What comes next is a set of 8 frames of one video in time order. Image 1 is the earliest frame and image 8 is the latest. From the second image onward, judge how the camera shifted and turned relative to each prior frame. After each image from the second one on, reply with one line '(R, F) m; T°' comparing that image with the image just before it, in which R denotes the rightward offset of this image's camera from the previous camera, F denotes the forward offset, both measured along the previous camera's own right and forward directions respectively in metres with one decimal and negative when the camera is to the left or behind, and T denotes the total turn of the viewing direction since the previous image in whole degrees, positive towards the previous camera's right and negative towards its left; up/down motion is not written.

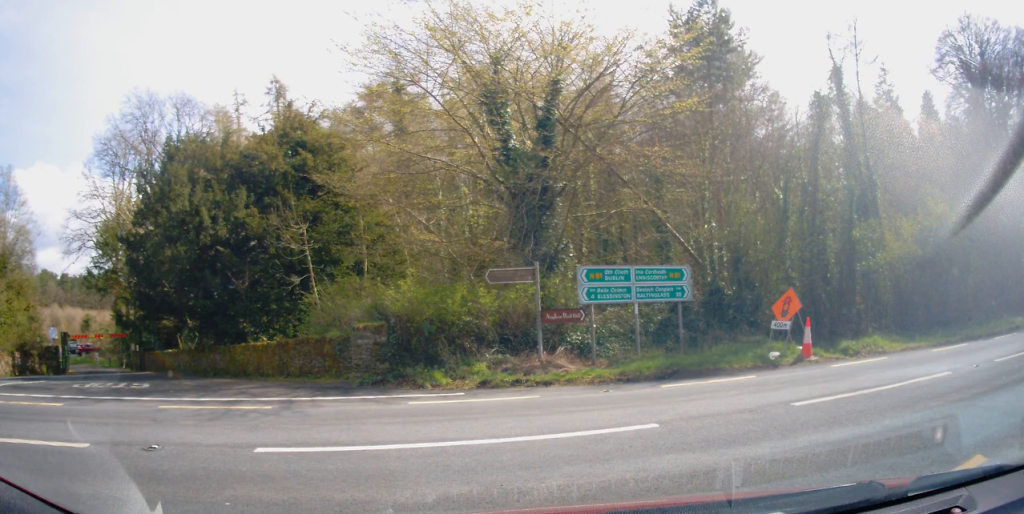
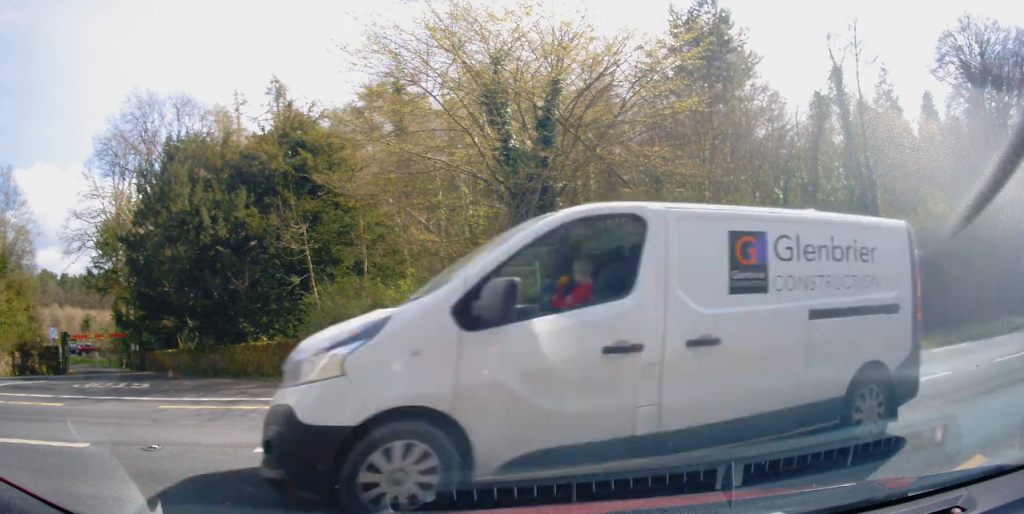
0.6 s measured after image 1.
(0.0, 0.0) m; 0°
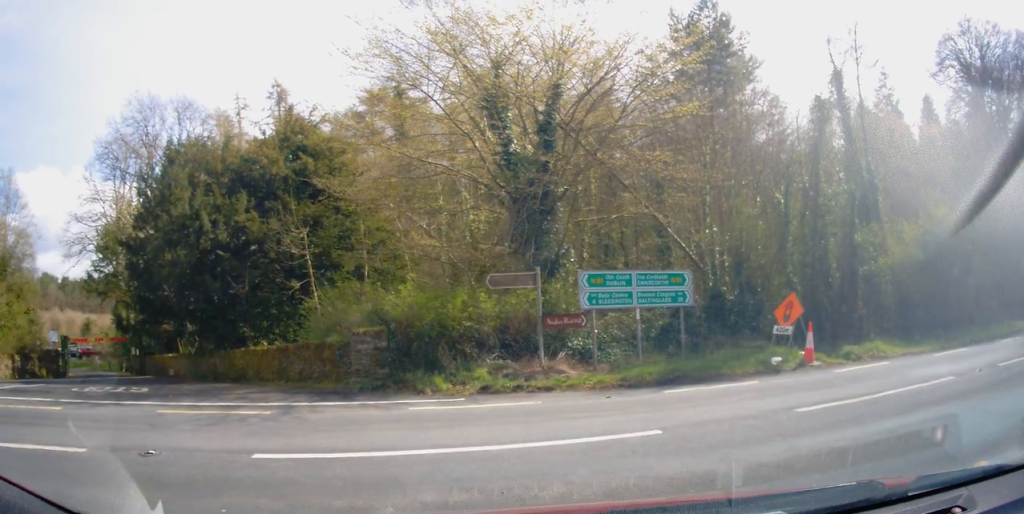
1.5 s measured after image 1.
(0.0, +0.2) m; -5°
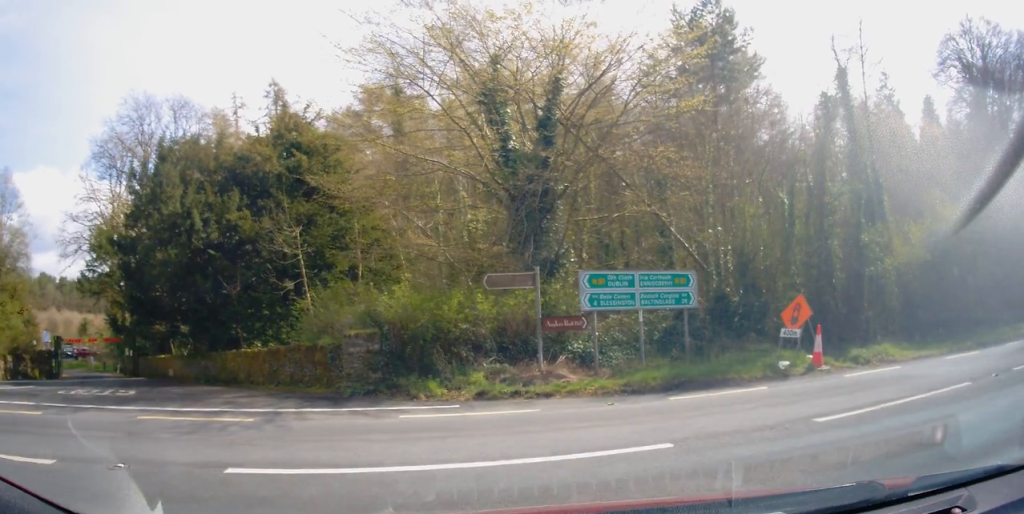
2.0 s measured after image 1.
(0.0, +0.7) m; +2°
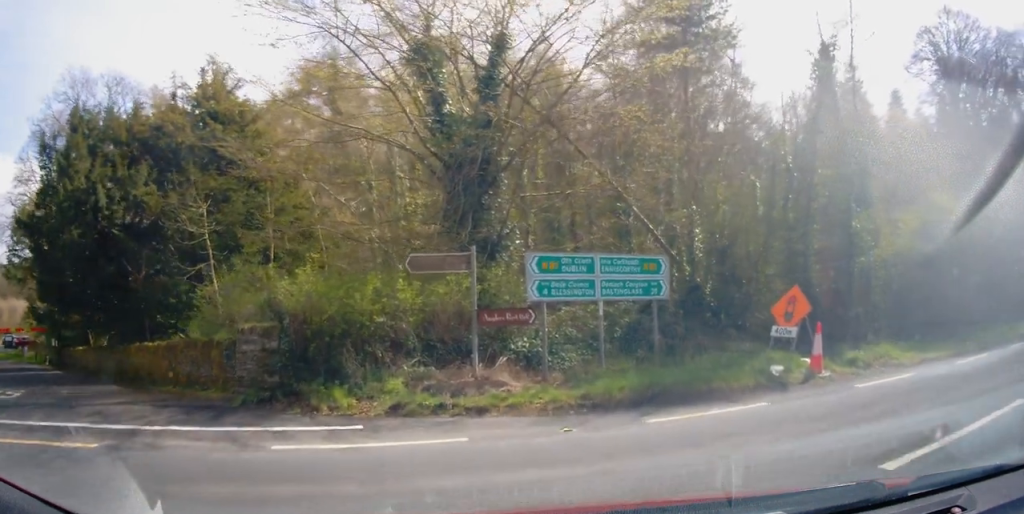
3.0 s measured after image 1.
(+0.2, +2.9) m; +20°
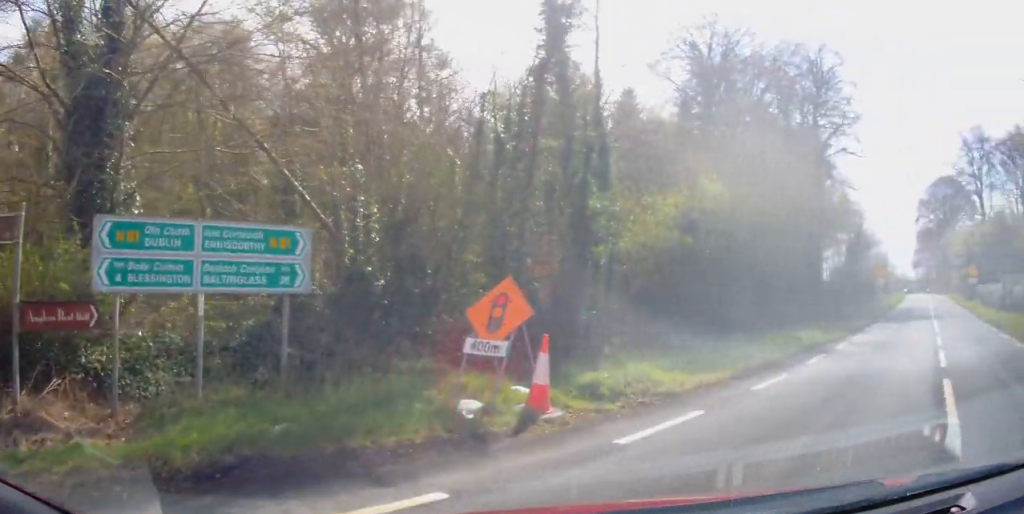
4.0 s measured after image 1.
(+1.0, +4.3) m; +23°
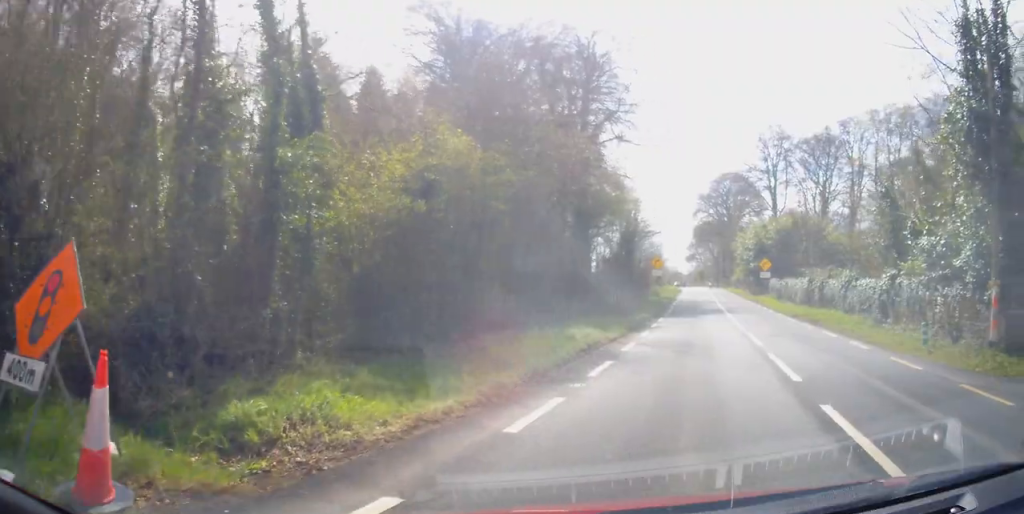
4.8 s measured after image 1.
(+0.3, +4.0) m; +13°
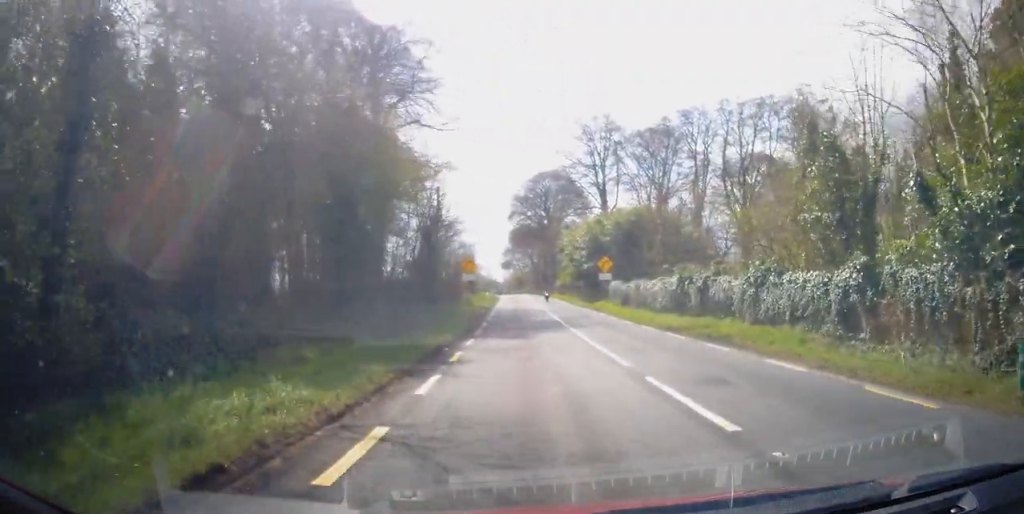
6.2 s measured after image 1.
(+1.4, +10.3) m; +8°
